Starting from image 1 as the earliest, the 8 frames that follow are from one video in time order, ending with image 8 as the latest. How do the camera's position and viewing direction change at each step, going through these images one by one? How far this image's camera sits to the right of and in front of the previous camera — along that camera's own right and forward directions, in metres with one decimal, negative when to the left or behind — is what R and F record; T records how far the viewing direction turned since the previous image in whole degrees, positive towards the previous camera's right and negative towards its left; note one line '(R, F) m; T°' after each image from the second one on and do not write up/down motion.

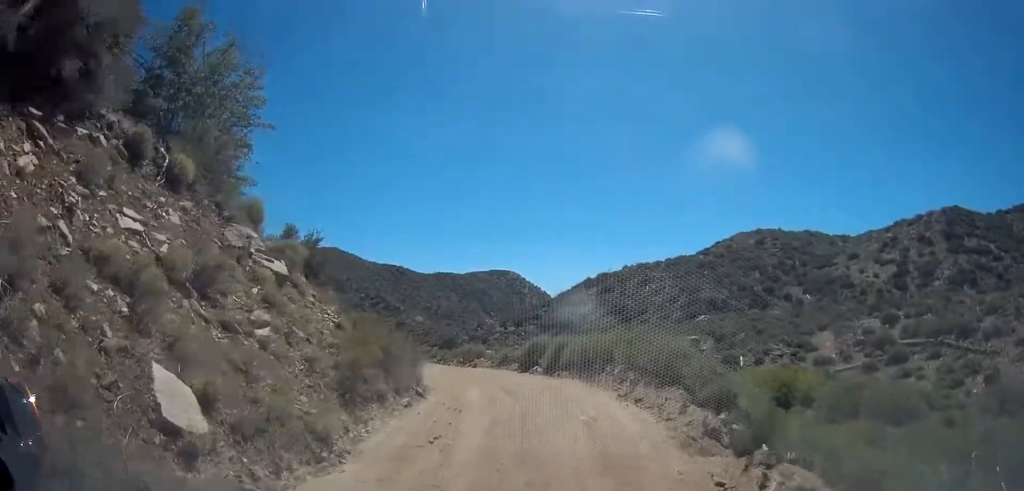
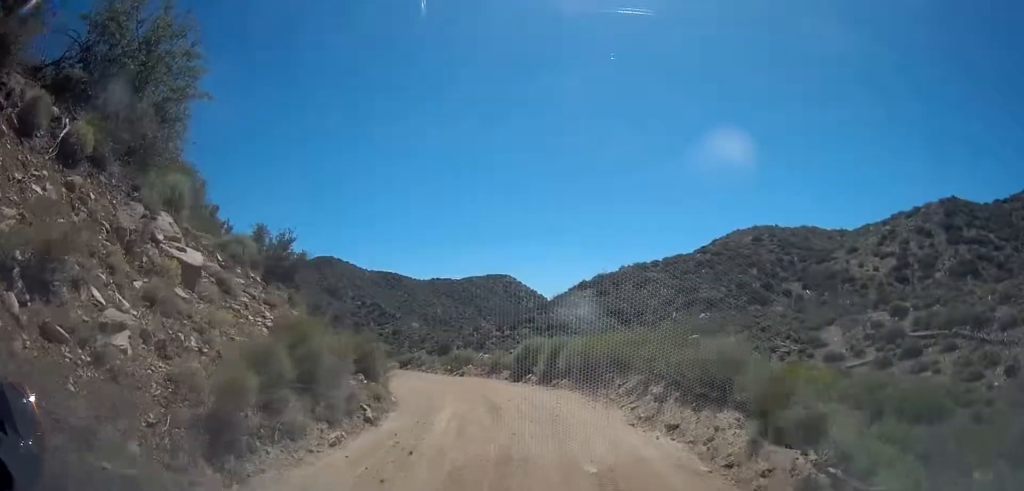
(+0.2, +4.0) m; -1°
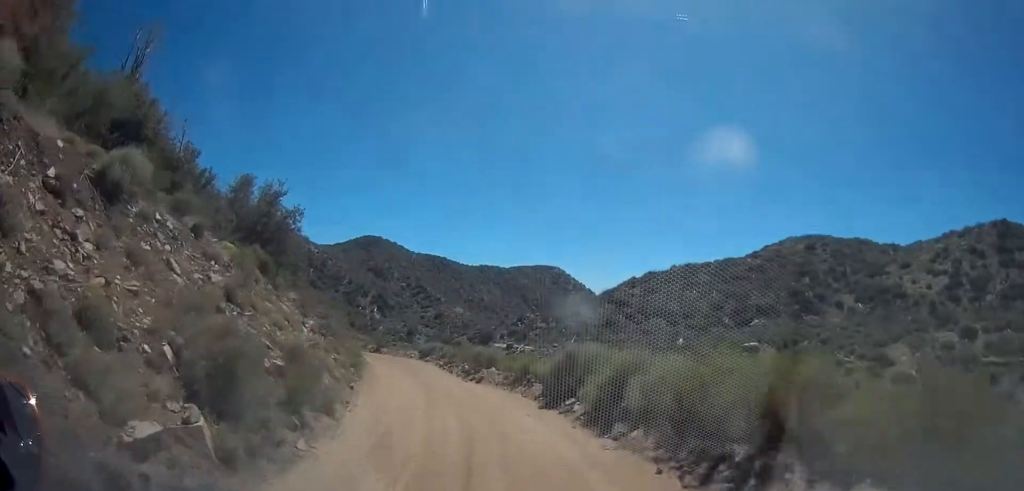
(-0.8, +9.1) m; -10°
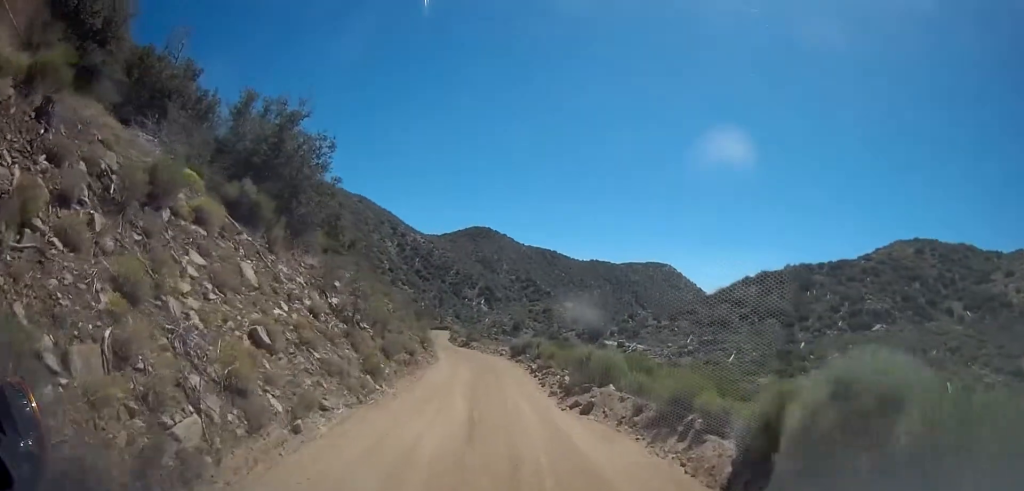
(-0.9, +10.7) m; -8°
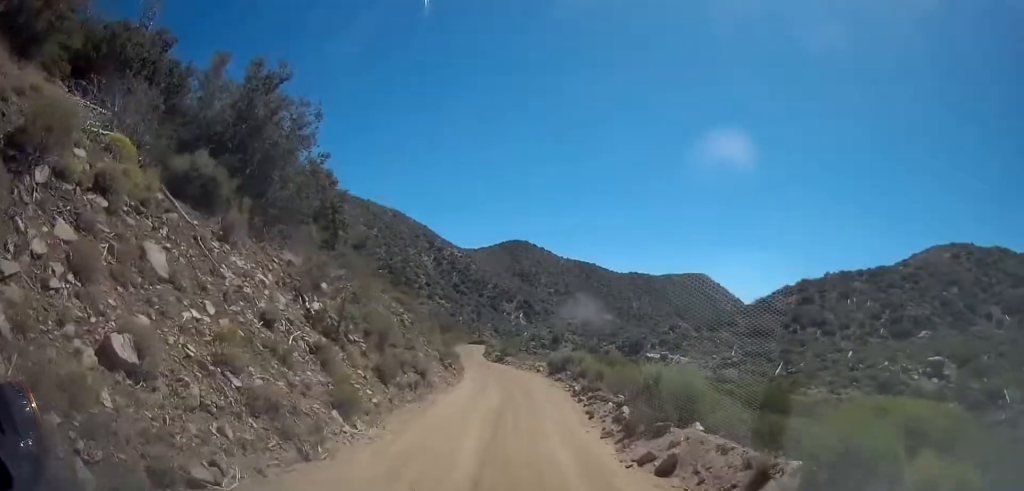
(-0.2, +4.9) m; -2°
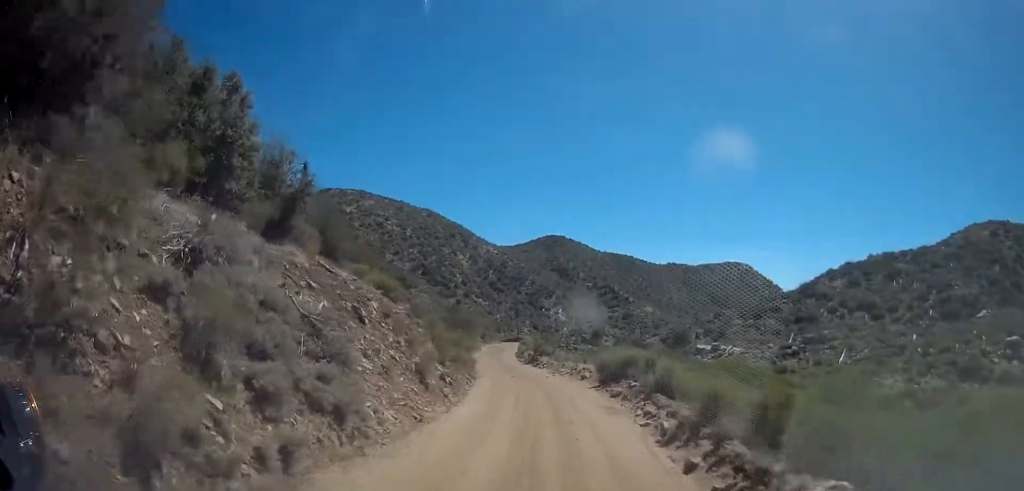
(-0.1, +10.7) m; -4°
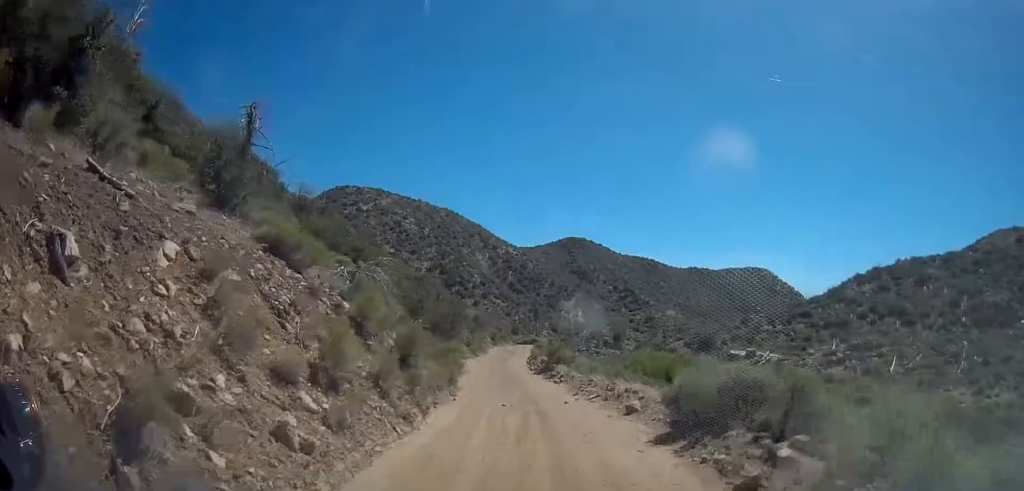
(-0.5, +11.5) m; -2°
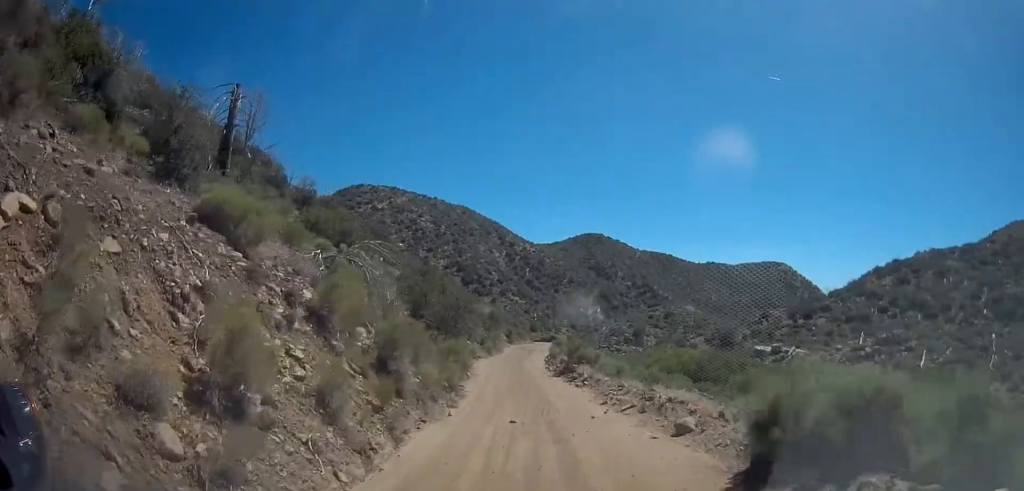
(+0.2, +3.7) m; -1°
